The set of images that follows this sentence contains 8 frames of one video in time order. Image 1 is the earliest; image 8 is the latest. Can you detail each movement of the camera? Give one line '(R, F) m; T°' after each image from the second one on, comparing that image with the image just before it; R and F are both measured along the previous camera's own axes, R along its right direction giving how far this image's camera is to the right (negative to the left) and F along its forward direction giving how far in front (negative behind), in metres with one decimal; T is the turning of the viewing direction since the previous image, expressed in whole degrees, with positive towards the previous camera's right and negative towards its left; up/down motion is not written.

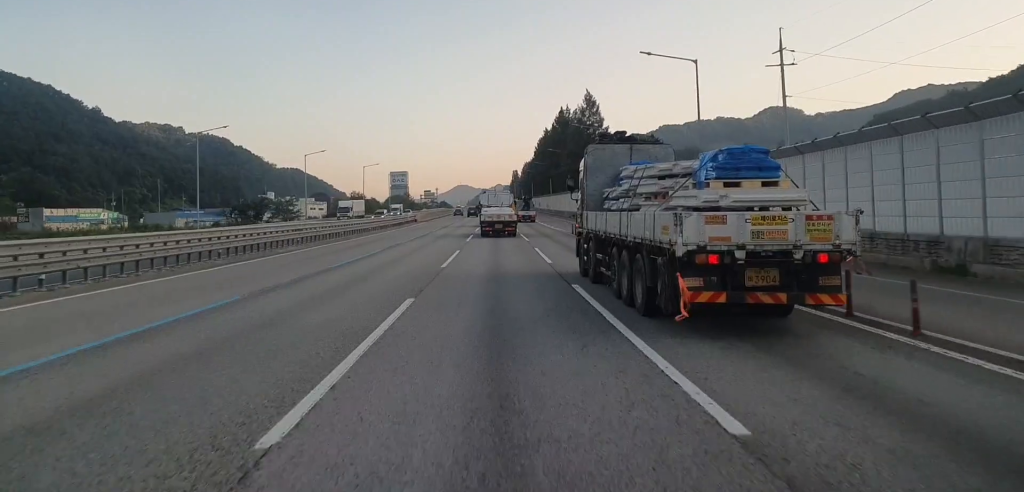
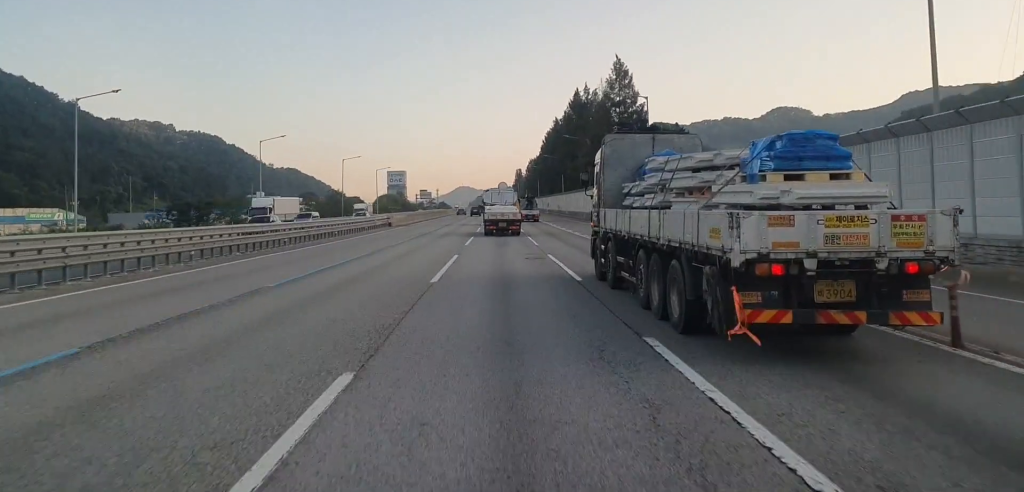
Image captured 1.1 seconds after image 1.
(0.0, +27.4) m; 0°
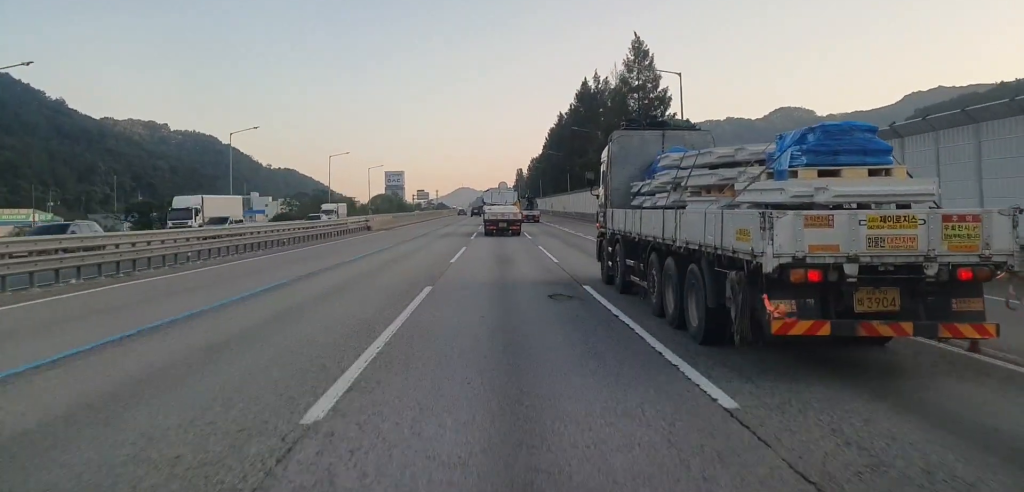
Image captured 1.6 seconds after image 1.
(0.0, +12.5) m; 0°
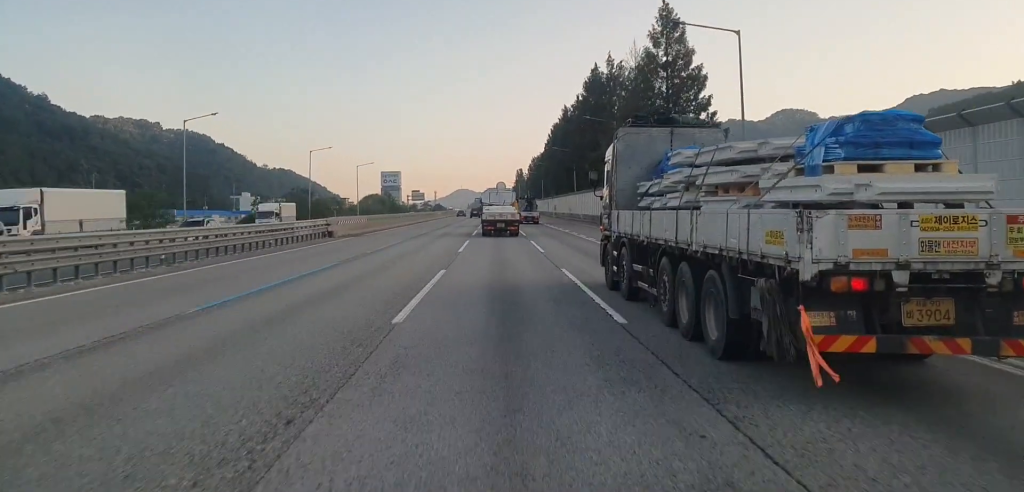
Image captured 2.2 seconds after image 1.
(0.0, +14.1) m; 0°
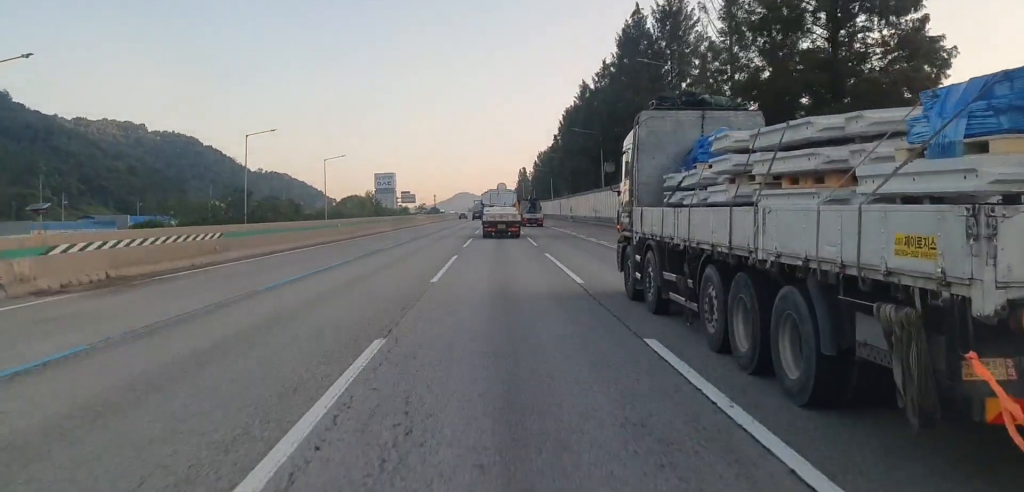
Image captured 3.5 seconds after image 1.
(+0.1, +33.5) m; 0°
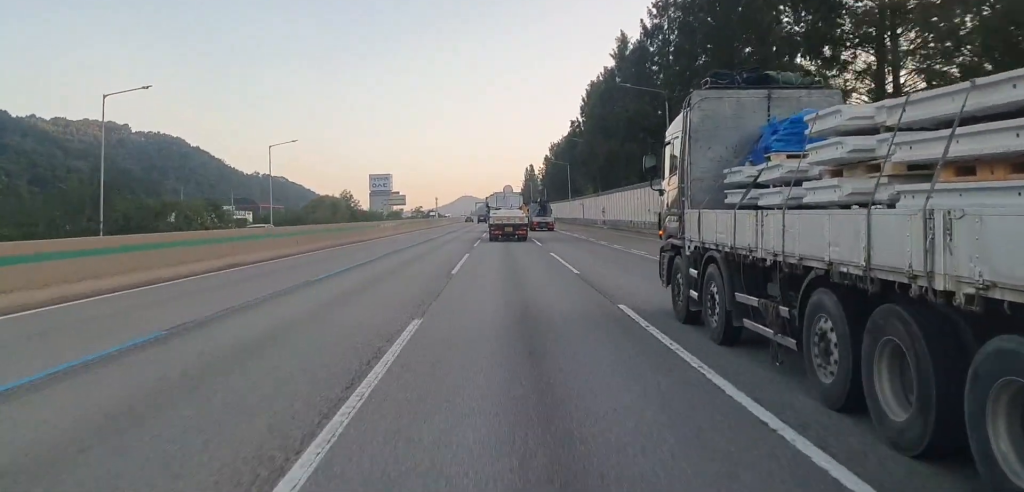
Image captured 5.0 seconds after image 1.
(-0.1, +36.1) m; 0°
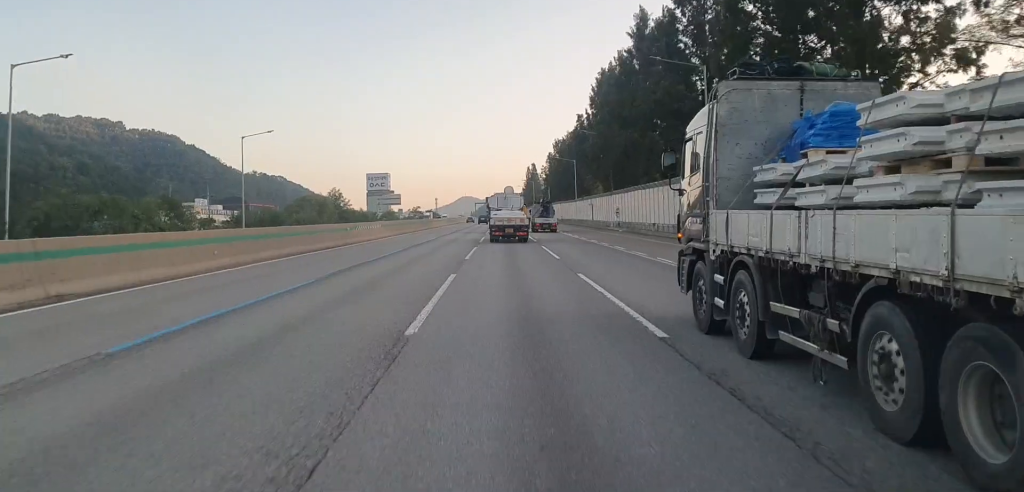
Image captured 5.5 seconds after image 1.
(0.0, +11.5) m; 0°
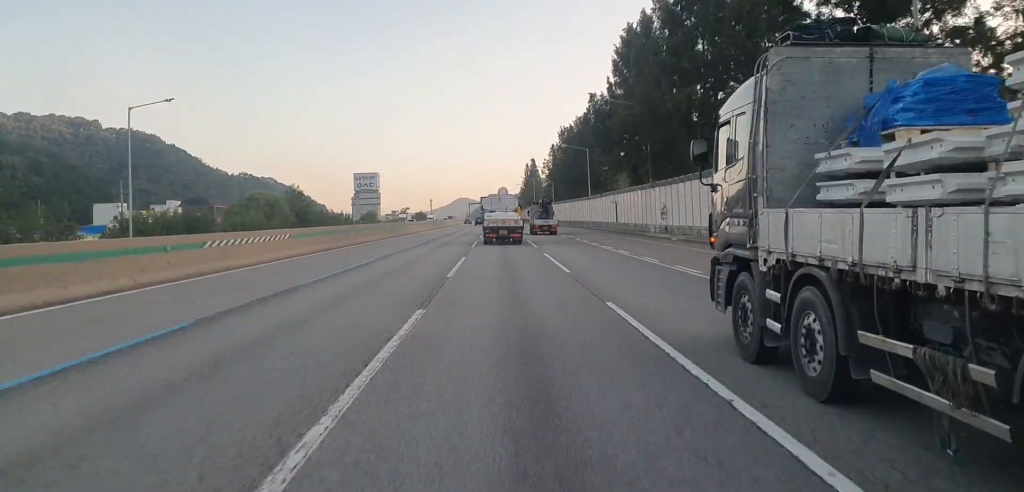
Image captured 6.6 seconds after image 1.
(0.0, +27.1) m; 0°
